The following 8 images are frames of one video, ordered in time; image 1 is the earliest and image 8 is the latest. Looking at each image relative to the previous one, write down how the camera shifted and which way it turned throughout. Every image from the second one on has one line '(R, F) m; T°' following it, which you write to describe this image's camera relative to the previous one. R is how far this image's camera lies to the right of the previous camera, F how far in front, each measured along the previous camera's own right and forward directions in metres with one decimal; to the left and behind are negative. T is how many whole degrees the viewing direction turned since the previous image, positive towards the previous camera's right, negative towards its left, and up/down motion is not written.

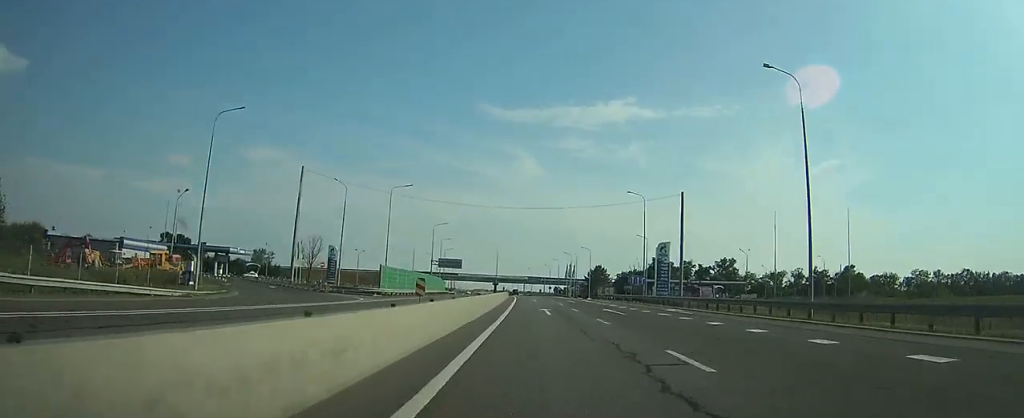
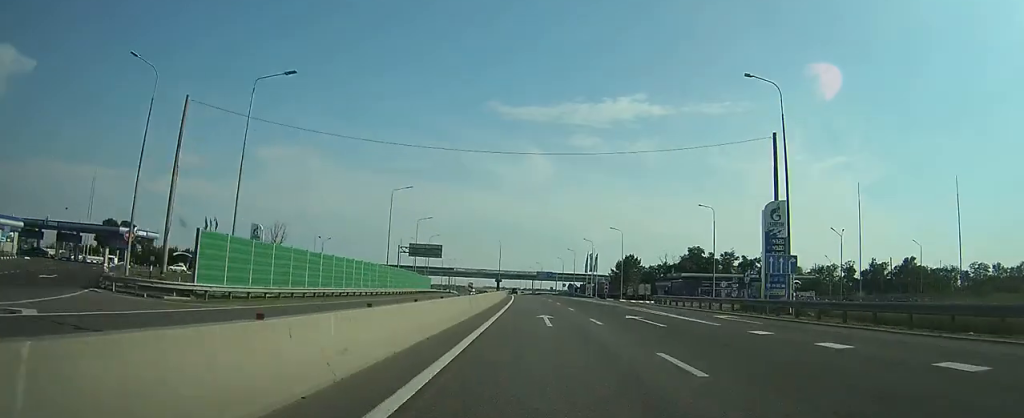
(0.0, +37.2) m; -1°
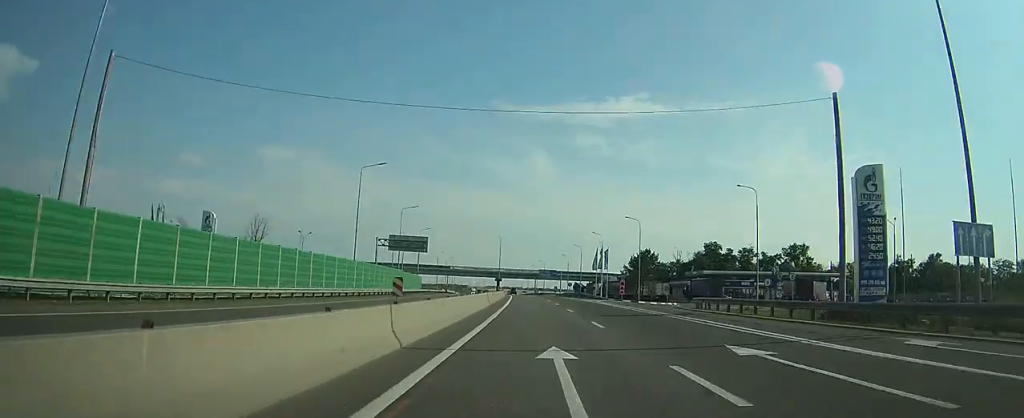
(-0.1, +13.7) m; 0°
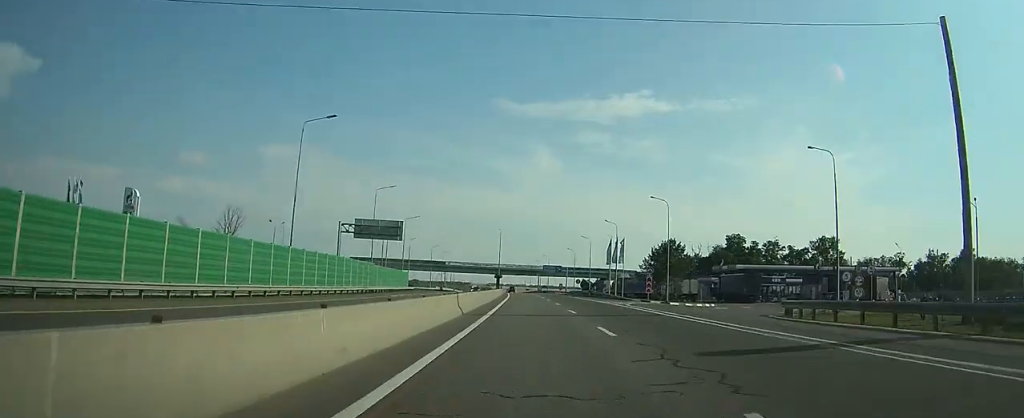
(0.0, +15.8) m; 0°
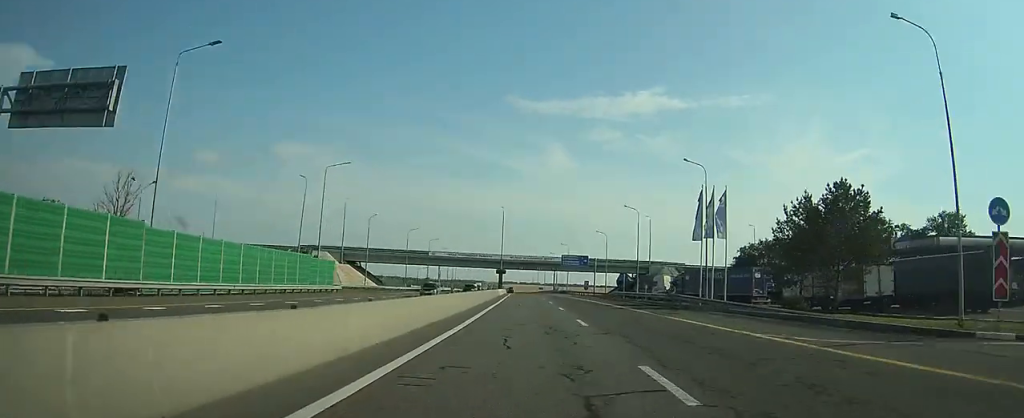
(-0.3, +44.8) m; -1°
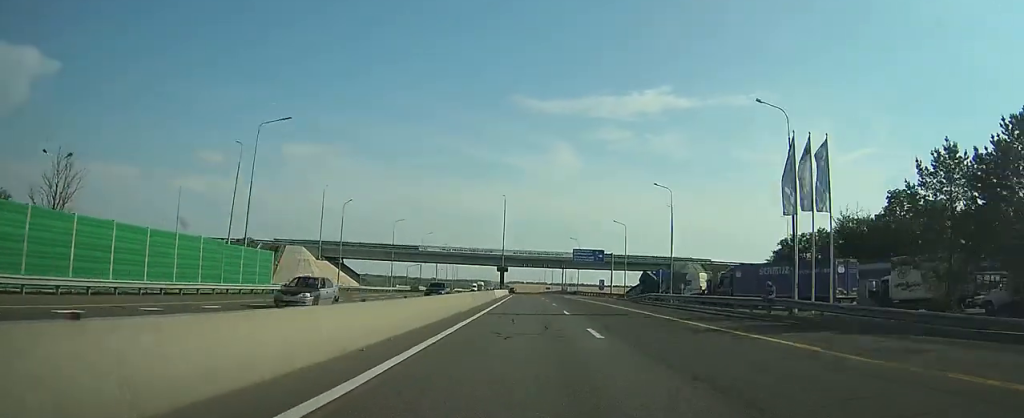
(0.0, +16.6) m; 0°
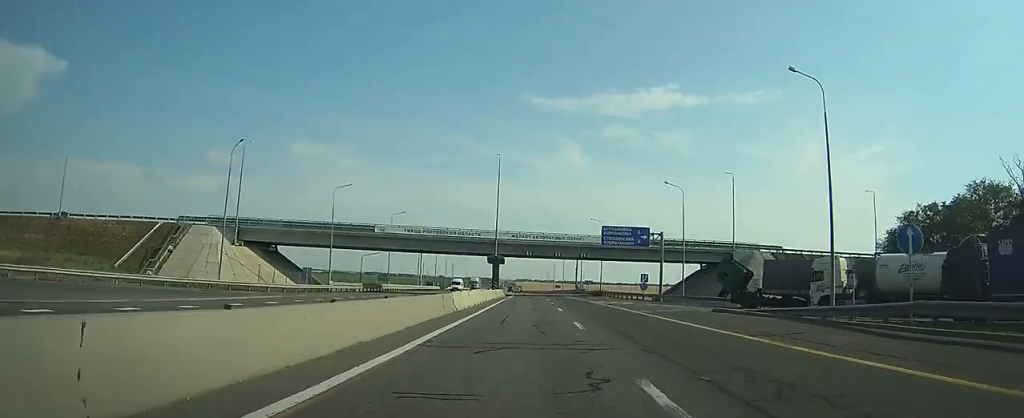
(-0.4, +33.7) m; -1°
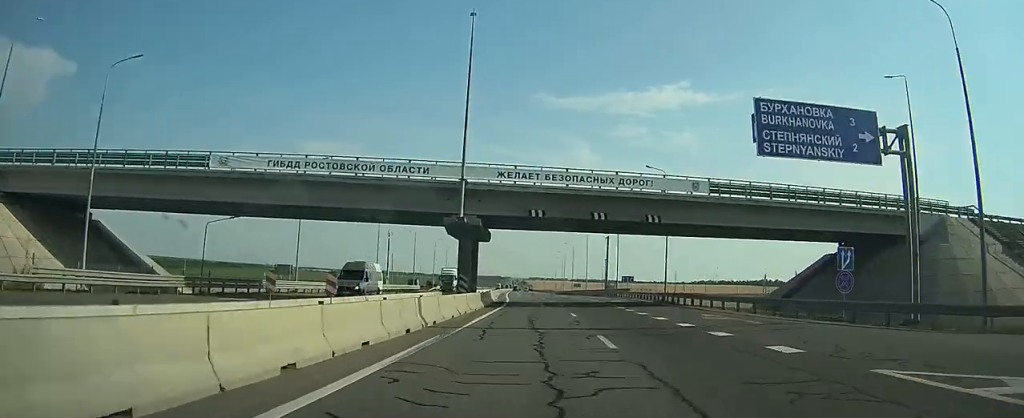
(-0.5, +41.4) m; -1°
